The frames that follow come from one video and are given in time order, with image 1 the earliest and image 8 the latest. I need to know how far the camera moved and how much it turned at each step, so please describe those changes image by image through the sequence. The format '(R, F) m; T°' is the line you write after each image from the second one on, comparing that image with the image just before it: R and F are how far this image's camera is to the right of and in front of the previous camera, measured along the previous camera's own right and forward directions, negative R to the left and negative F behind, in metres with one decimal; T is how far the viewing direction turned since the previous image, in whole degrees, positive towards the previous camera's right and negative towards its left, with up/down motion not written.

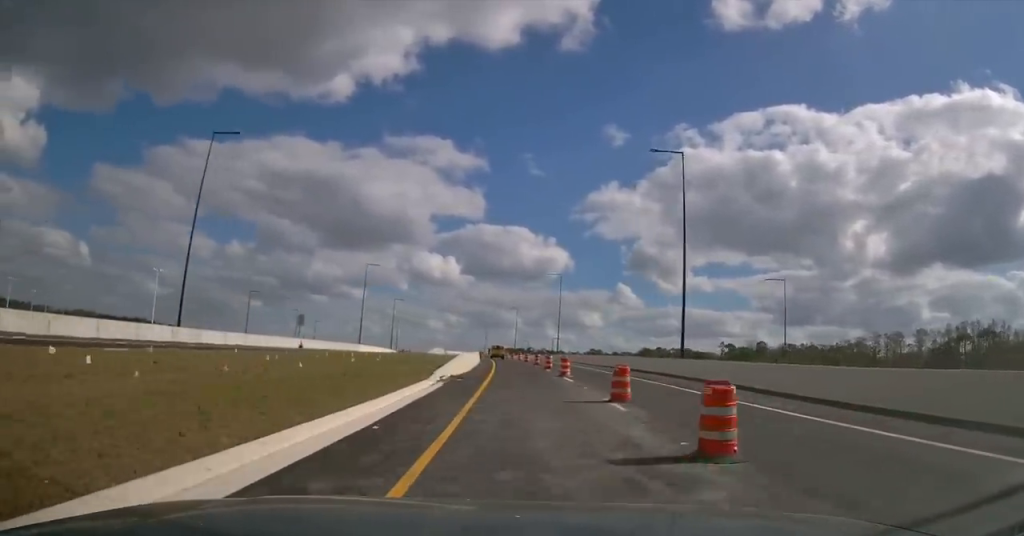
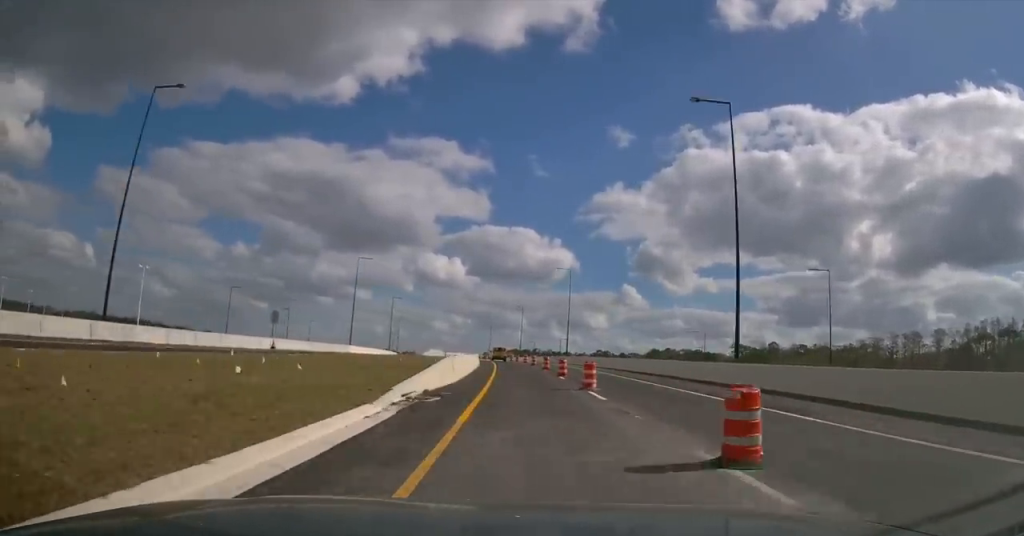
(-0.1, +8.2) m; 0°
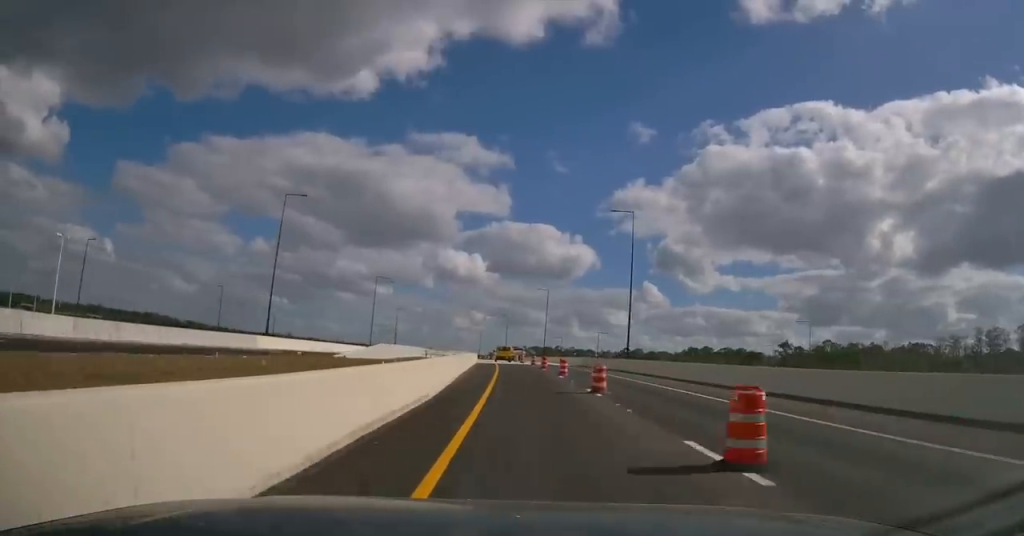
(-0.4, +35.0) m; -2°
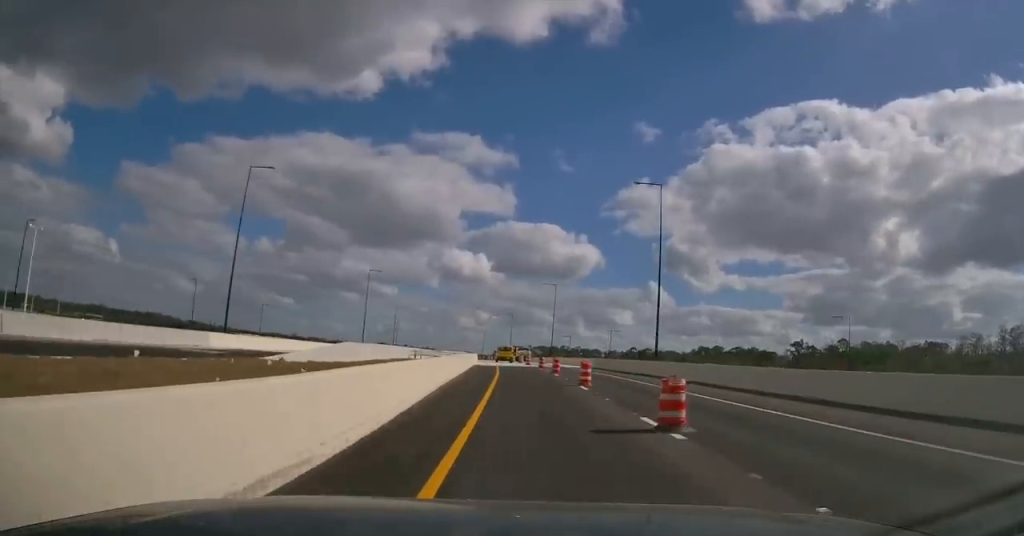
(0.0, +8.7) m; -1°
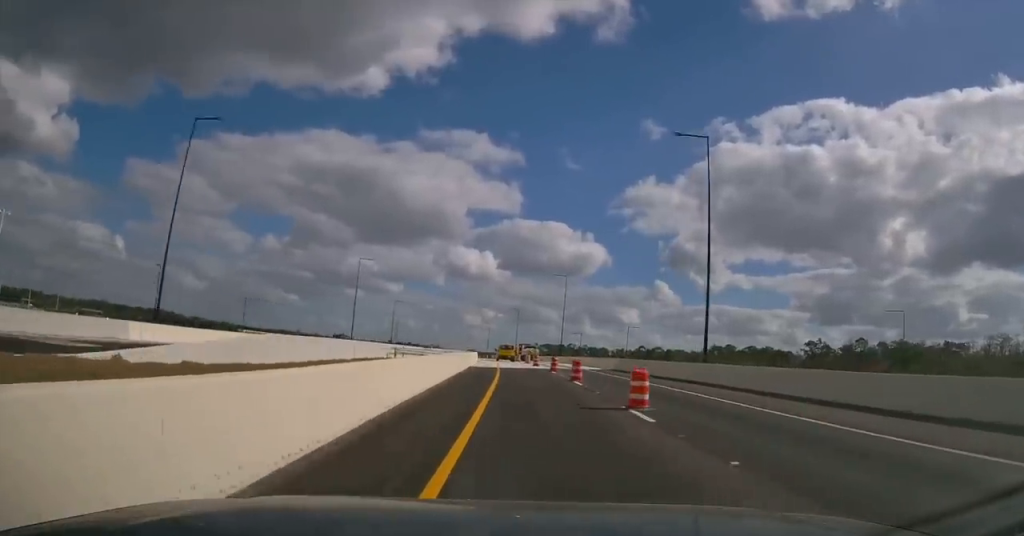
(+0.1, +9.9) m; -1°
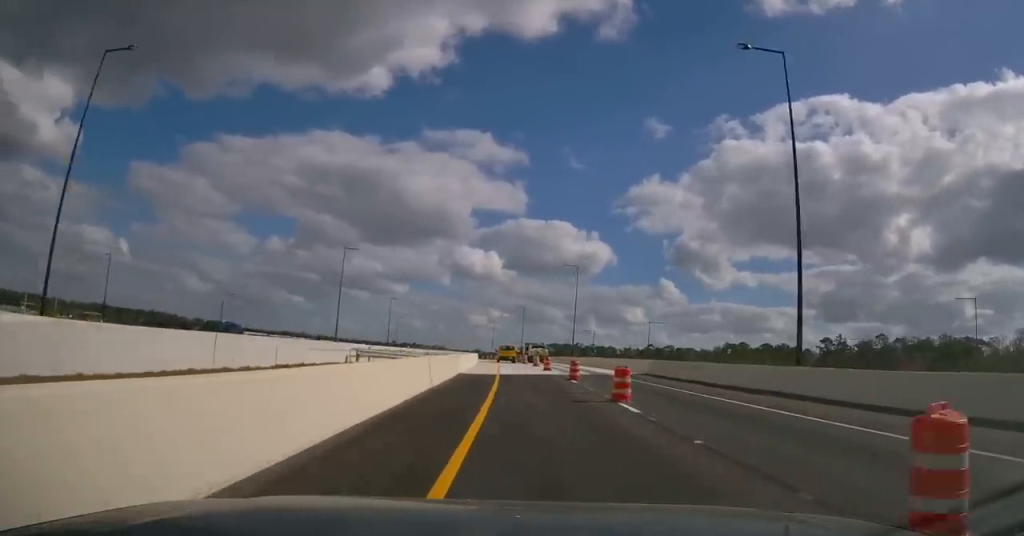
(-0.1, +10.5) m; -1°
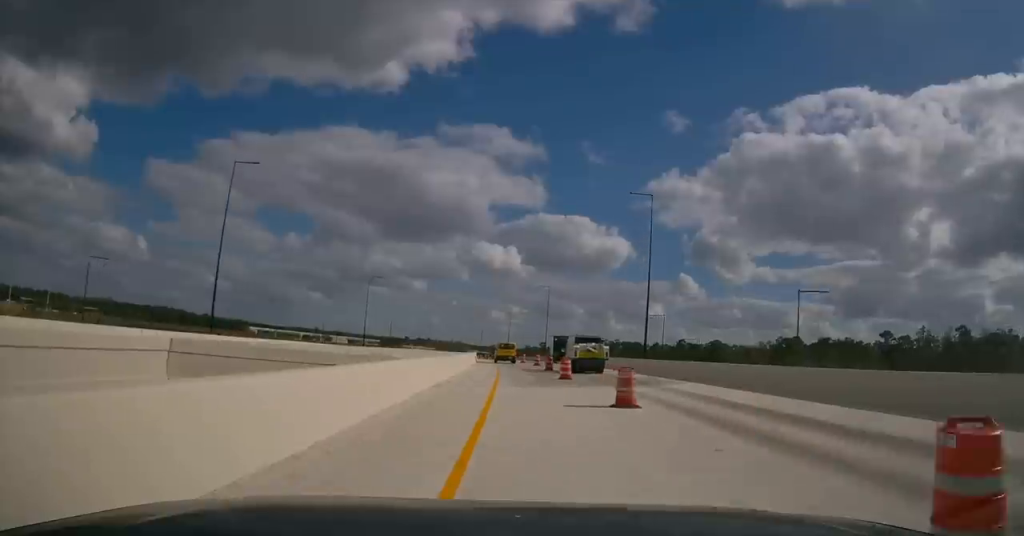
(-0.6, +37.2) m; -2°
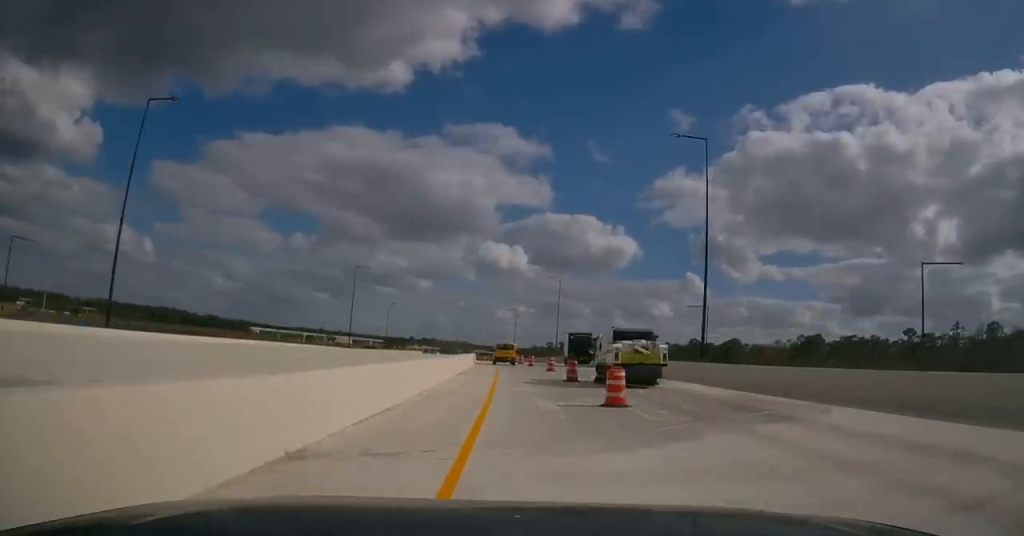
(-0.1, +12.8) m; -1°
